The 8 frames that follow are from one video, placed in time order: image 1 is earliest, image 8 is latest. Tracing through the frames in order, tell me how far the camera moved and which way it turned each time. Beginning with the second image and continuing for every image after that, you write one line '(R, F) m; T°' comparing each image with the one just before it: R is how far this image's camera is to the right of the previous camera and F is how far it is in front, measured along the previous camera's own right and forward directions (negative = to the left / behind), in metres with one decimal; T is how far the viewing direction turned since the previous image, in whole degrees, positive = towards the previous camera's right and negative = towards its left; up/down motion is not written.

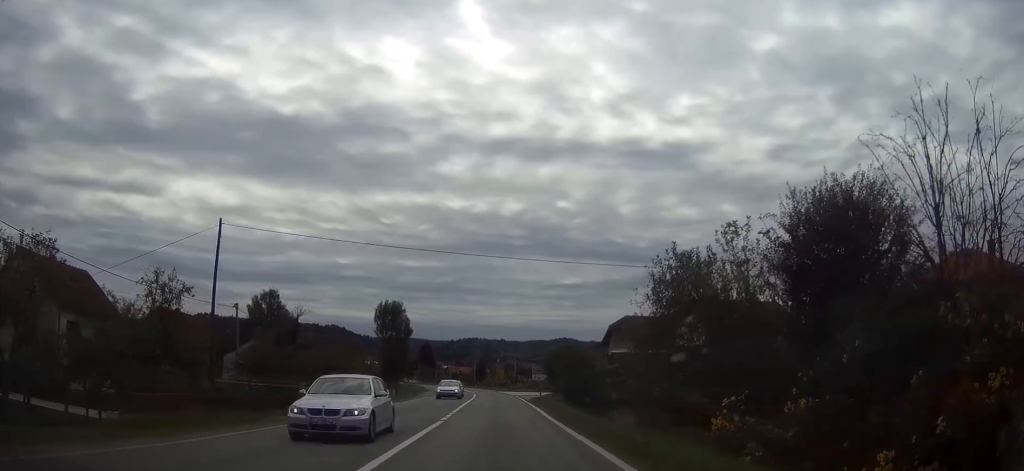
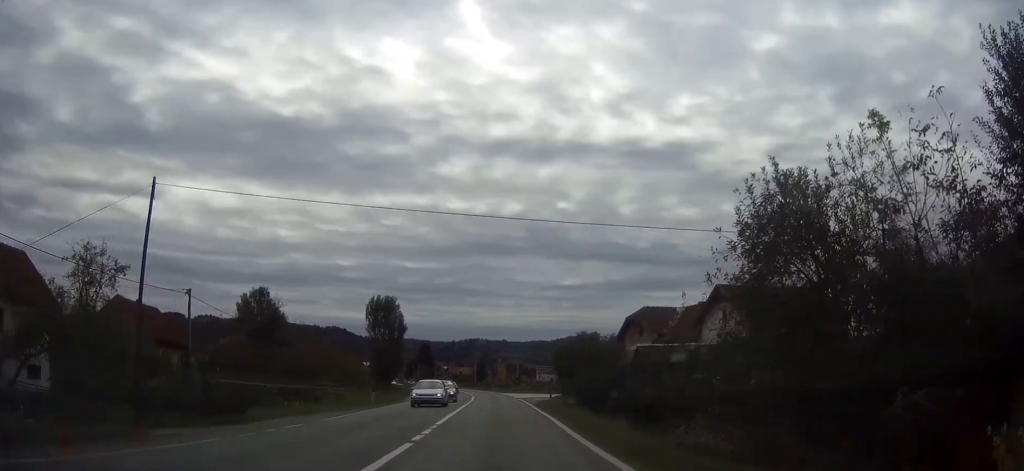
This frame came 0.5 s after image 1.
(0.0, +8.0) m; 0°
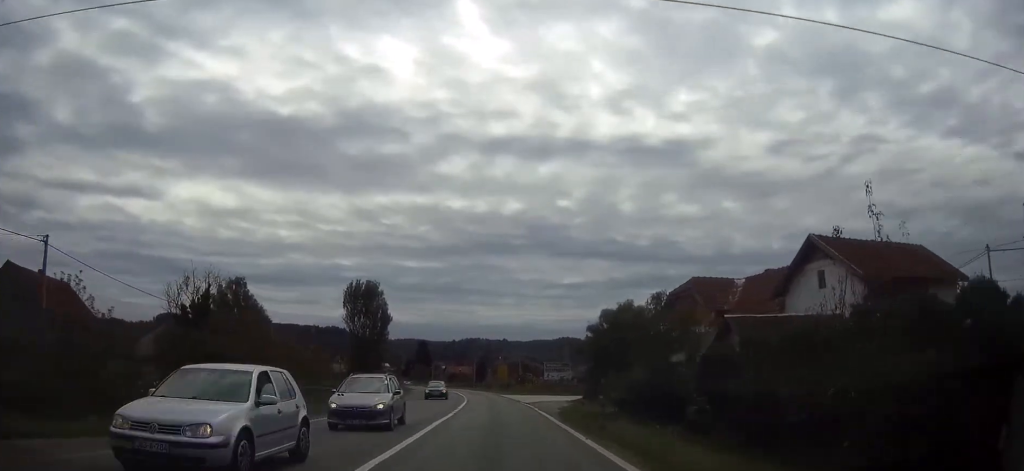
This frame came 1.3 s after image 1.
(0.0, +14.6) m; 0°
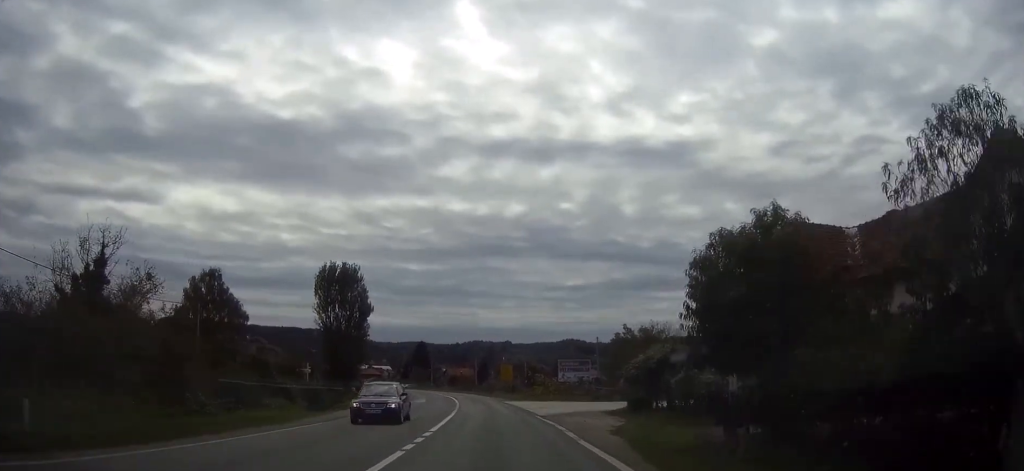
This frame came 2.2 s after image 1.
(0.0, +14.4) m; 0°
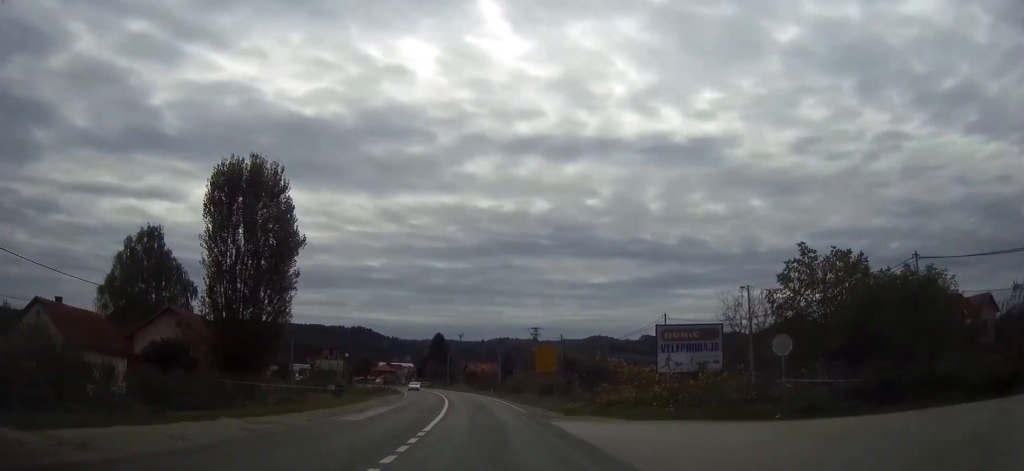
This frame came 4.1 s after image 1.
(-0.3, +31.3) m; -1°
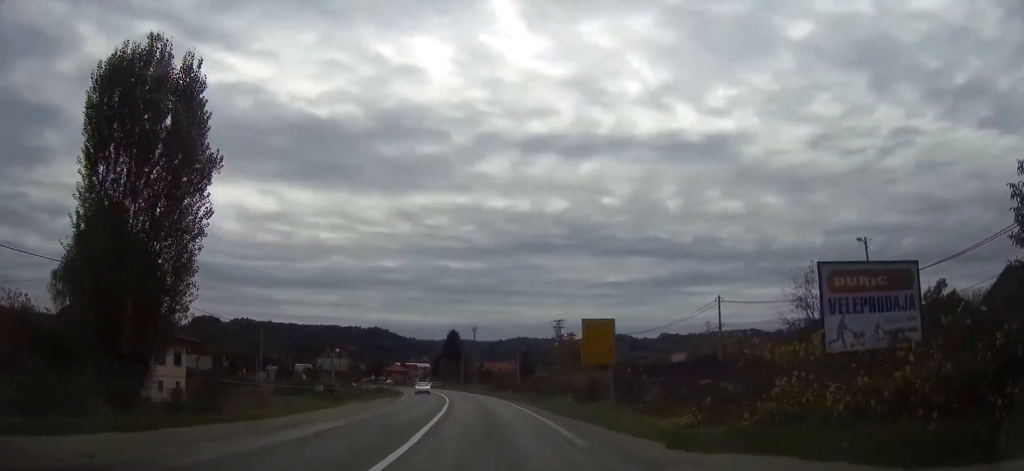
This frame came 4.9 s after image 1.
(-0.1, +15.1) m; -1°
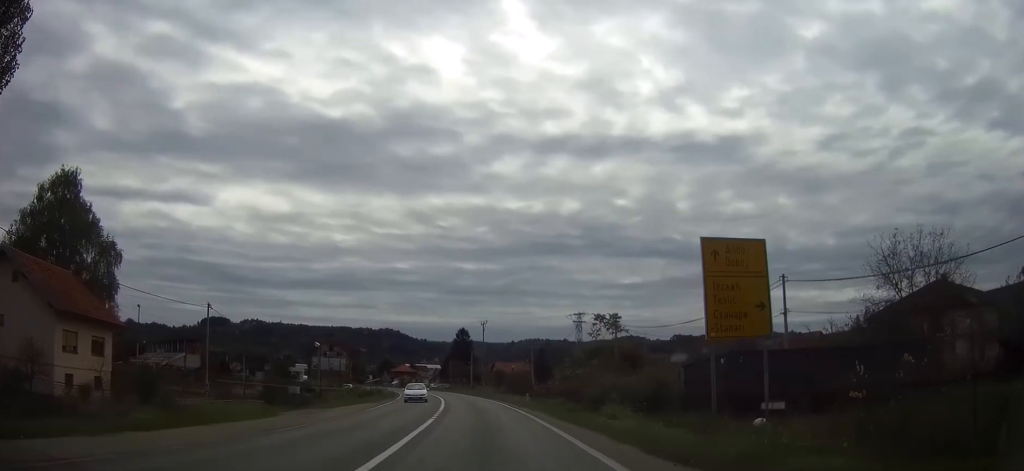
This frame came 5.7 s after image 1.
(-0.2, +13.8) m; -1°
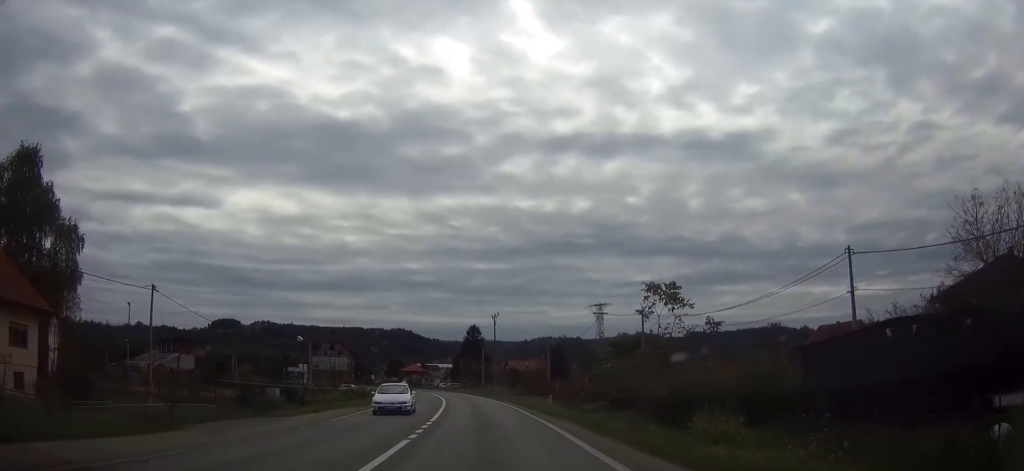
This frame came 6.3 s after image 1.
(0.0, +9.7) m; -1°
